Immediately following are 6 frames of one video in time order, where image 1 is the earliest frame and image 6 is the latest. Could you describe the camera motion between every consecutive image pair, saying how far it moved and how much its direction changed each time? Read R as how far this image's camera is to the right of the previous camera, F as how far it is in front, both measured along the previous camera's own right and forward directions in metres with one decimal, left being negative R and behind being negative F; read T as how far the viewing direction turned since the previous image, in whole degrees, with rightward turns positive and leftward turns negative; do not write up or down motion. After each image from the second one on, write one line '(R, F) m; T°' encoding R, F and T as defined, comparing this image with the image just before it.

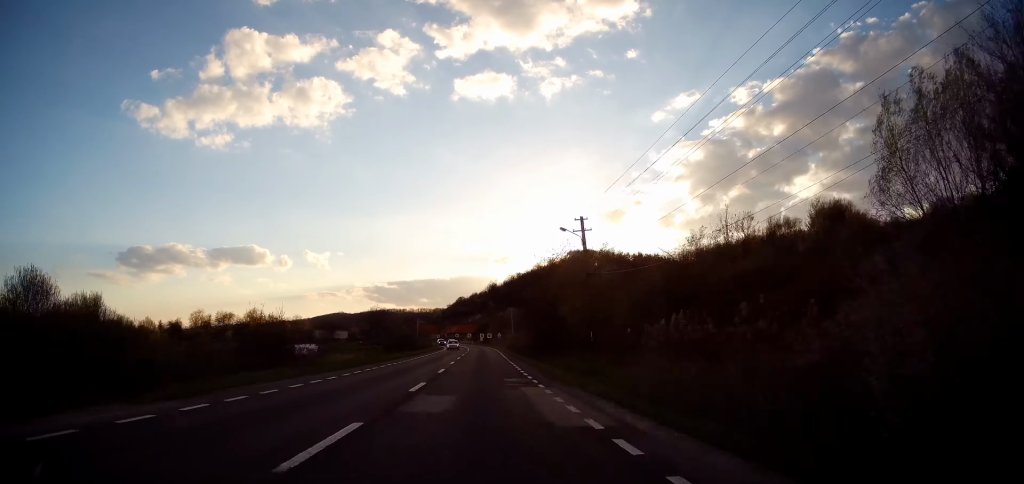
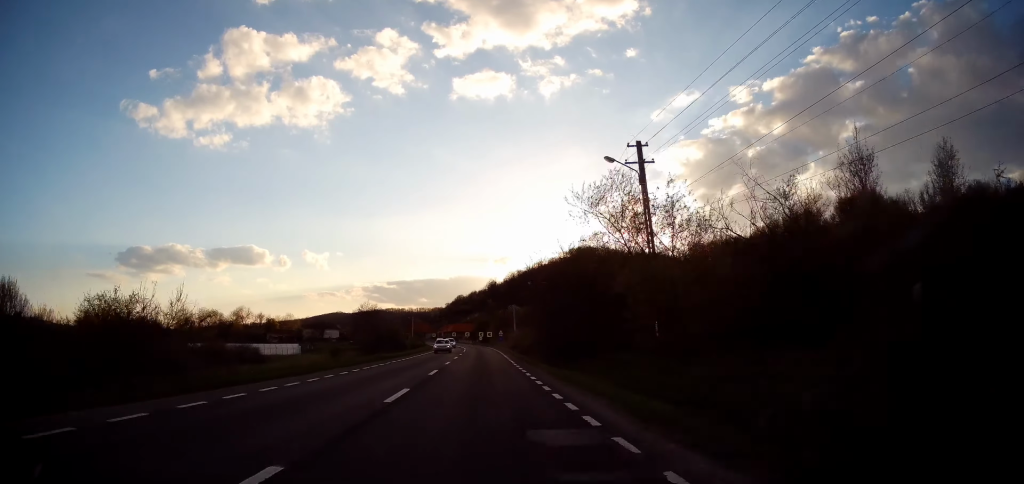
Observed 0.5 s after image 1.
(0.0, +12.2) m; 0°
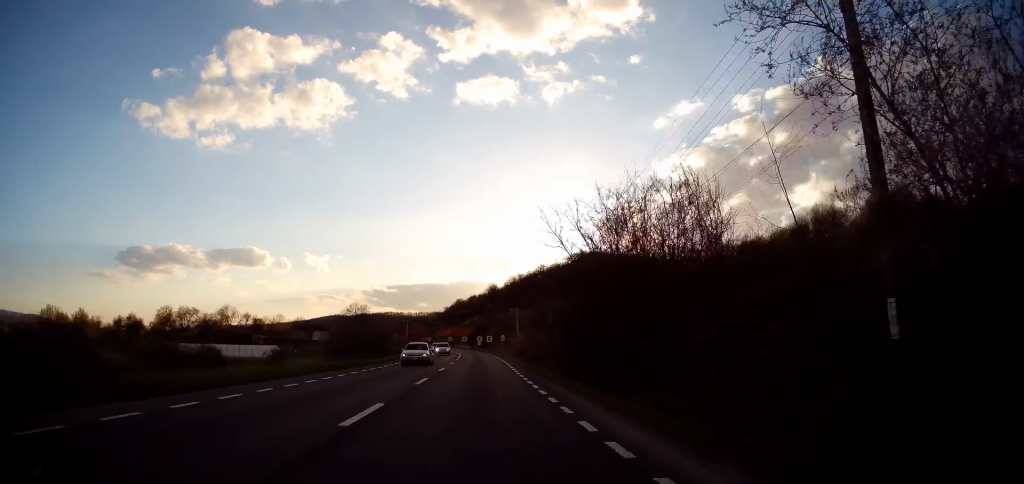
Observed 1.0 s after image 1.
(+0.3, +12.3) m; 0°
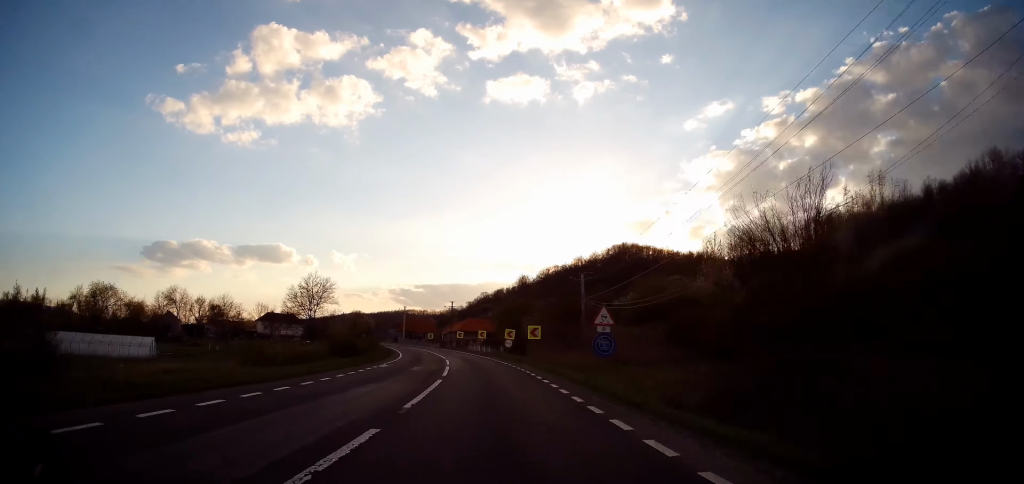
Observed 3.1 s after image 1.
(+0.1, +50.8) m; -1°
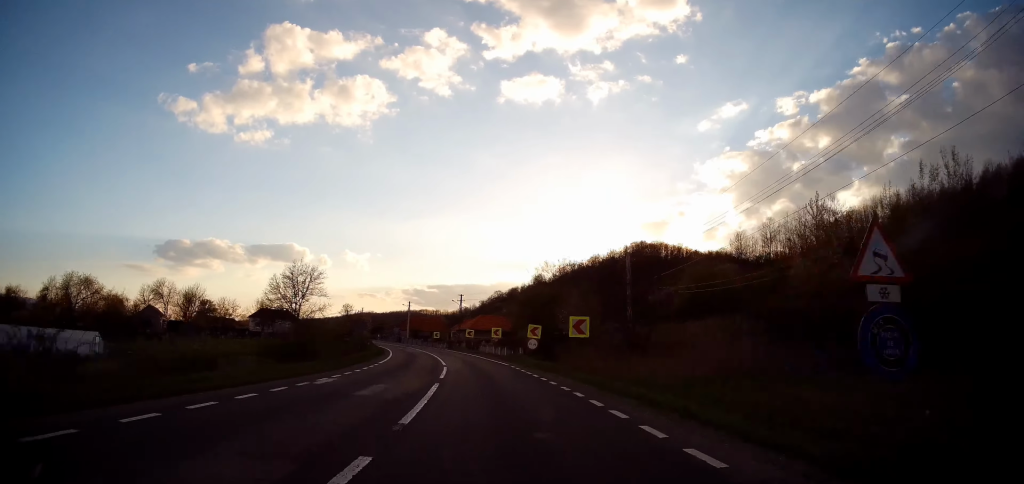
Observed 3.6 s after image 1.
(-0.1, +12.8) m; -1°
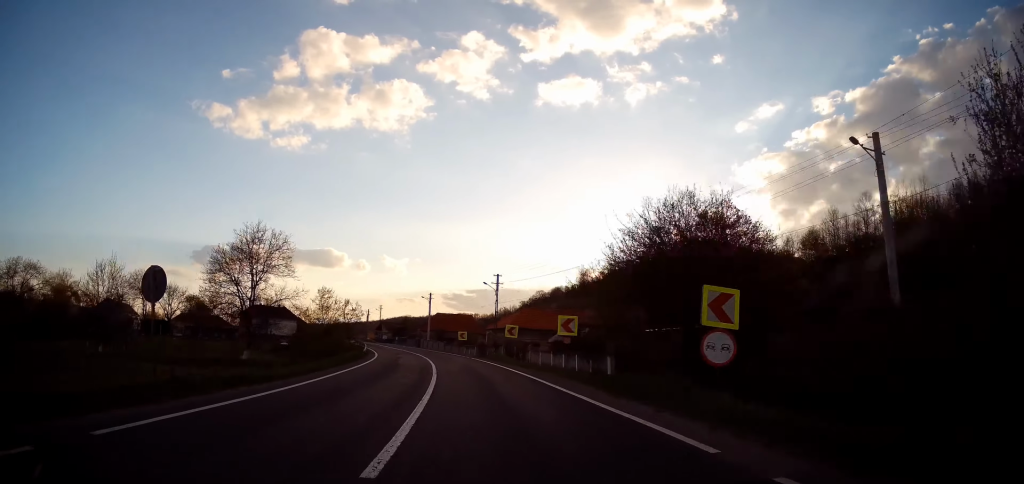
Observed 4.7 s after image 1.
(-1.0, +25.4) m; -4°
